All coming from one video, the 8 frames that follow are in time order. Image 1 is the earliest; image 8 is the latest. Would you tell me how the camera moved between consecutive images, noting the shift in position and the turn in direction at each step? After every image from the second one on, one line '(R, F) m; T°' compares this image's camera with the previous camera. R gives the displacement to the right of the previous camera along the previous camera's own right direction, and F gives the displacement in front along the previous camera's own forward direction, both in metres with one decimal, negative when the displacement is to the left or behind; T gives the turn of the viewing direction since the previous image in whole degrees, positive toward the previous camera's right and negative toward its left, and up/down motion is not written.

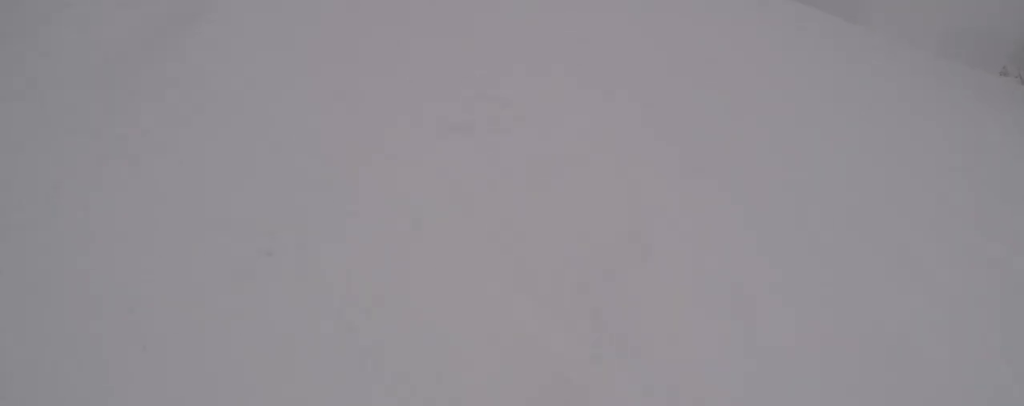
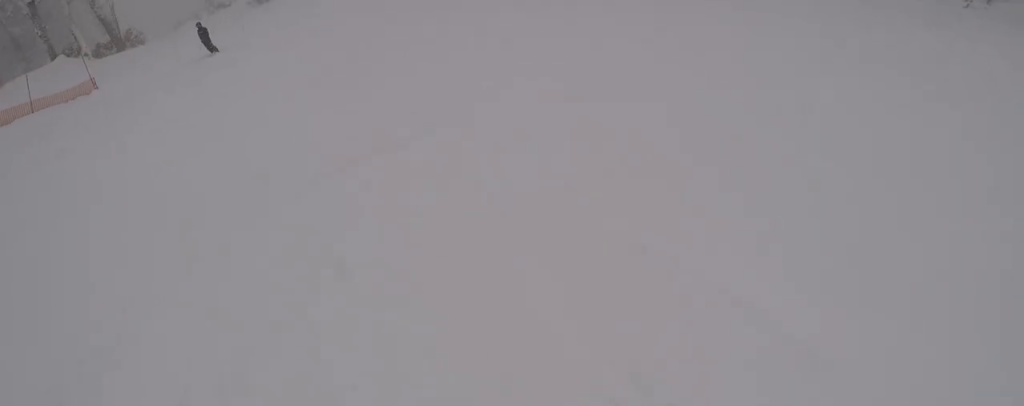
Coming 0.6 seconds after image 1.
(-0.2, +6.8) m; +6°
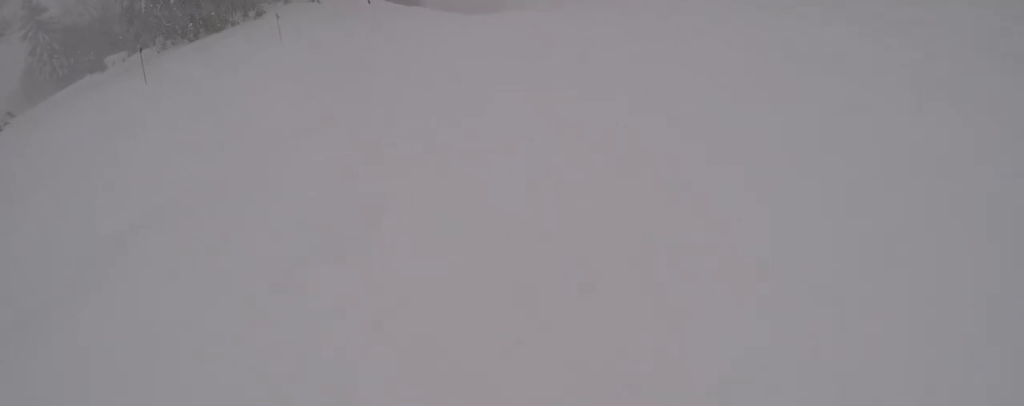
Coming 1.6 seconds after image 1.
(+1.2, +9.9) m; +28°
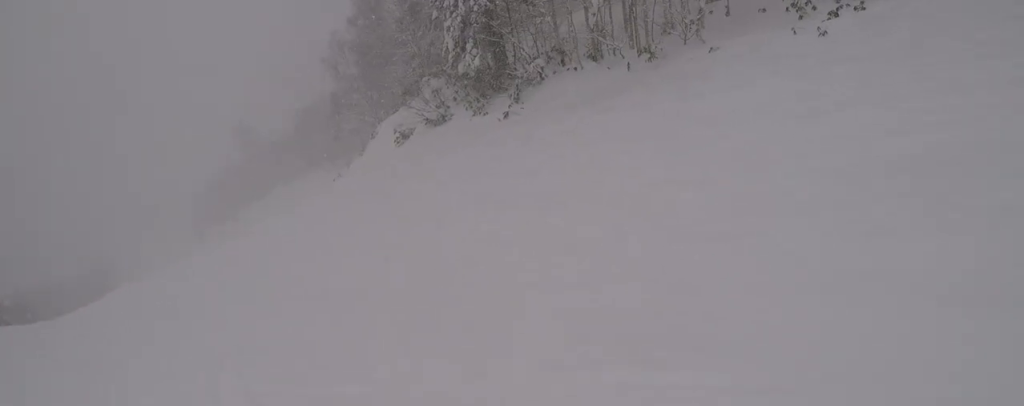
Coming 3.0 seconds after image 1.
(+6.2, +12.4) m; +40°
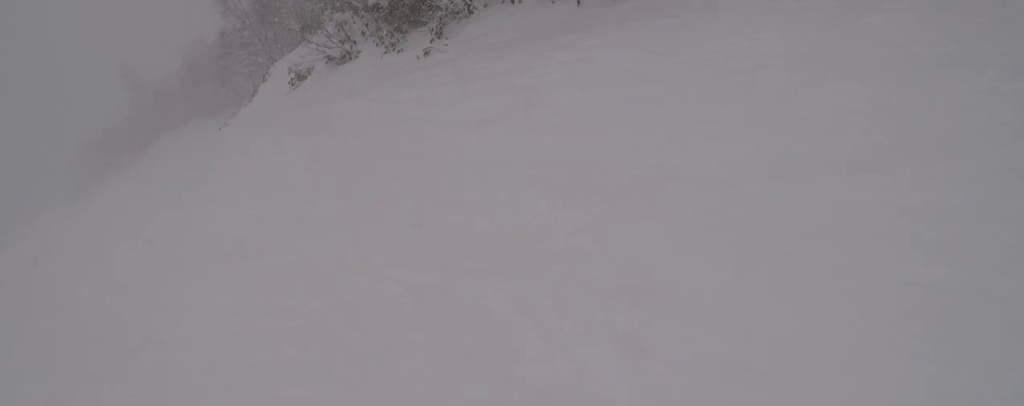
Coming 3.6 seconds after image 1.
(+0.5, +5.3) m; +6°
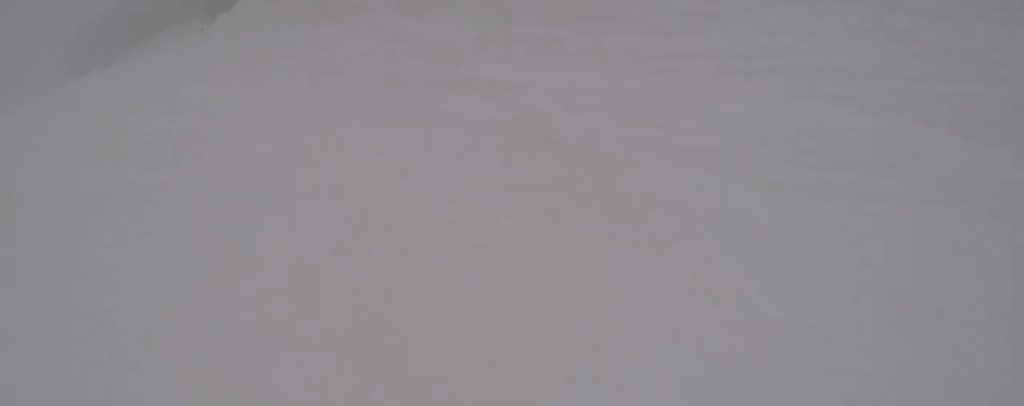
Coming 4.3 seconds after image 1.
(+0.6, +7.3) m; 0°
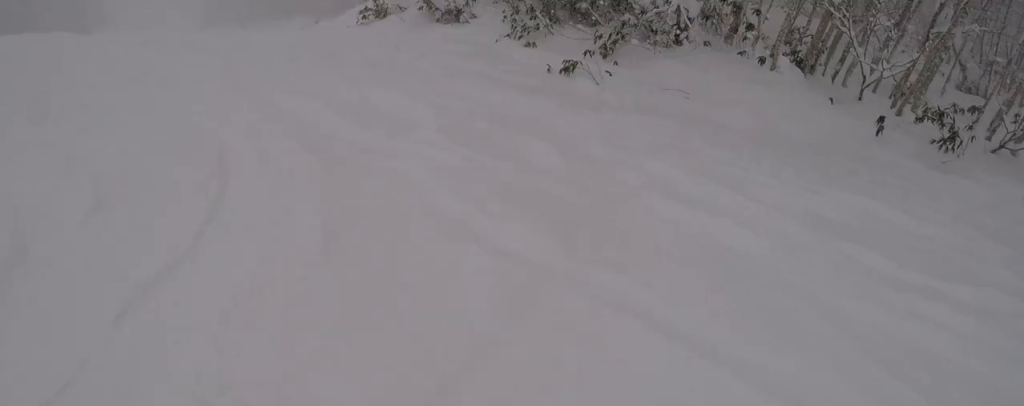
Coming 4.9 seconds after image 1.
(-0.5, +5.6) m; -8°
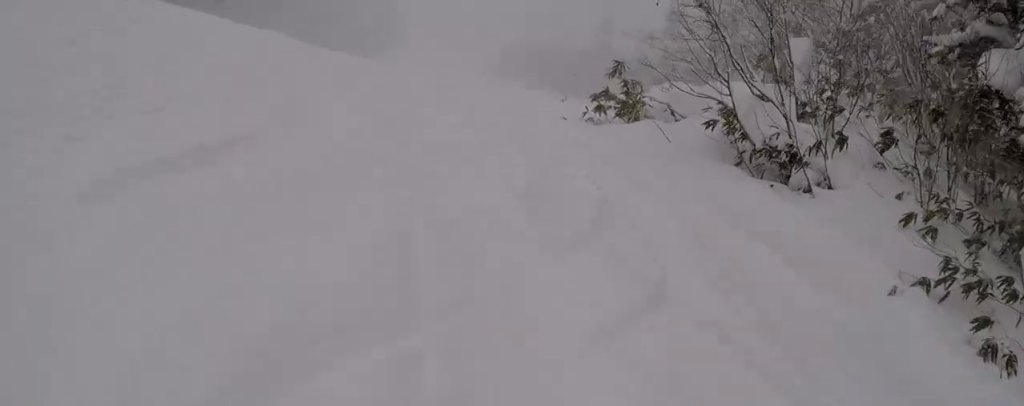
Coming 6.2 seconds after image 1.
(-1.5, +10.0) m; -36°
